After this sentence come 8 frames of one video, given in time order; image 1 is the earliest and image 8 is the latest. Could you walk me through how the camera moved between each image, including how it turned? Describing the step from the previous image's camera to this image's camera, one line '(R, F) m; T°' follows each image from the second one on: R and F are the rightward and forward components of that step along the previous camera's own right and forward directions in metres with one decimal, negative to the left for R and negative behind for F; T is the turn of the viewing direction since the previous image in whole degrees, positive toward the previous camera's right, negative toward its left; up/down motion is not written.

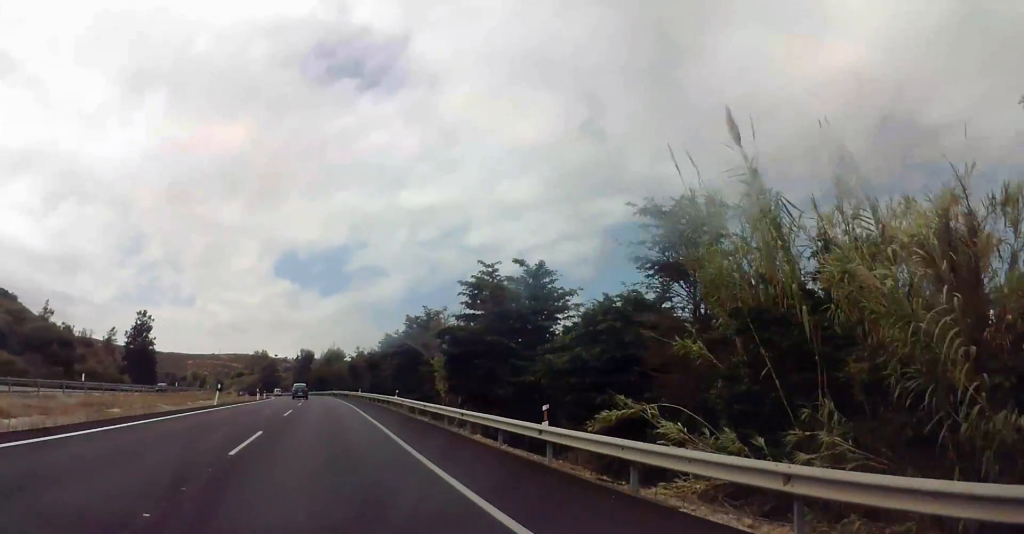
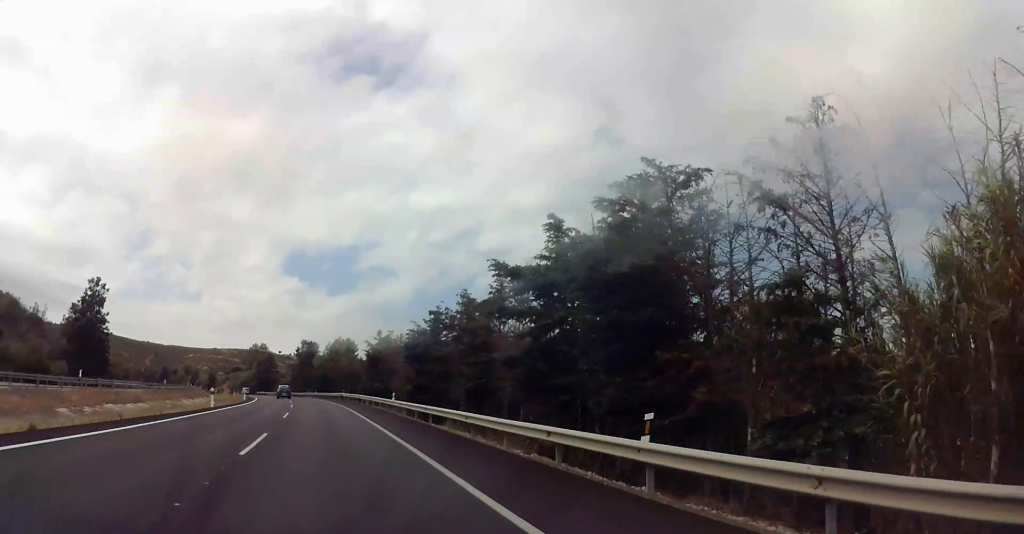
(+0.1, +31.4) m; 0°
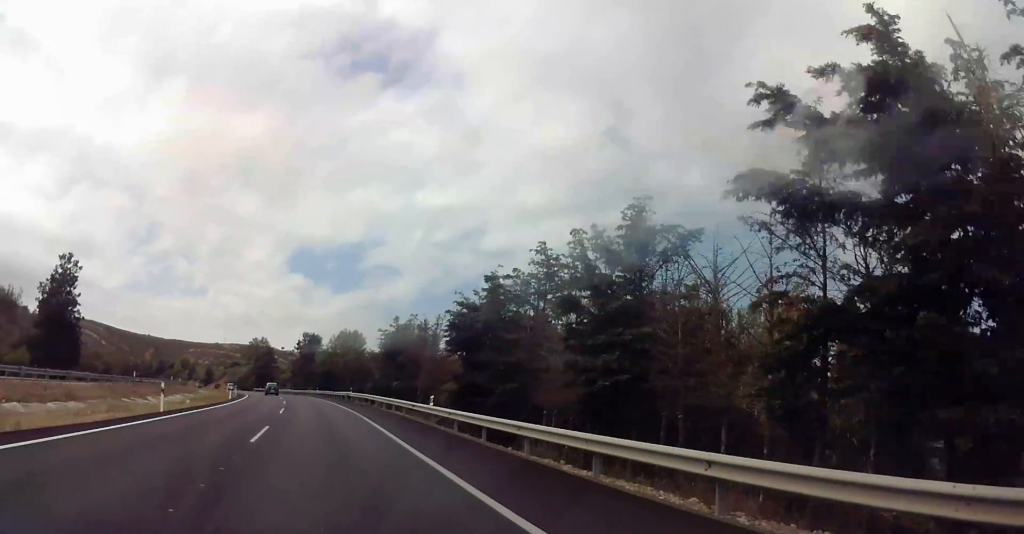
(0.0, +13.8) m; 0°
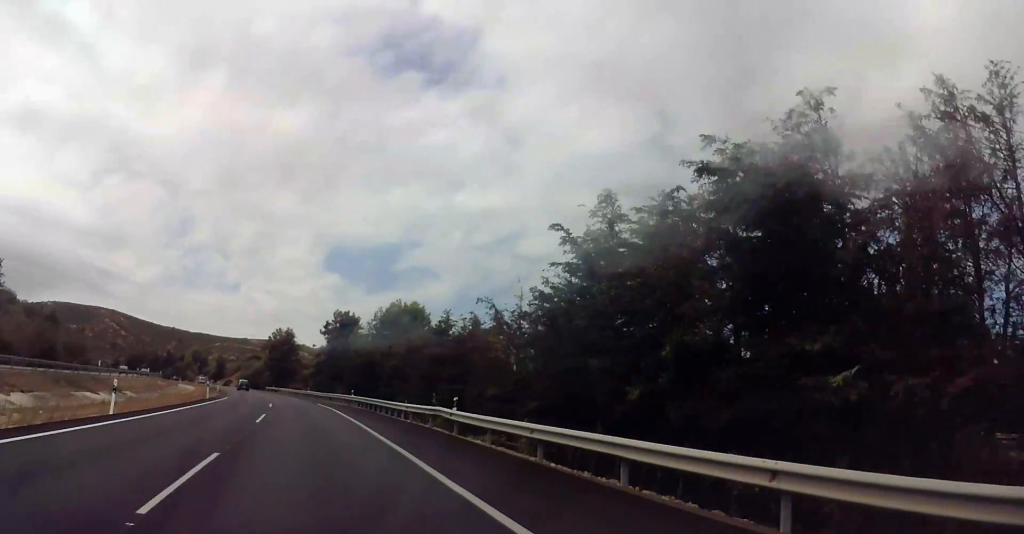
(-1.8, +41.0) m; -5°
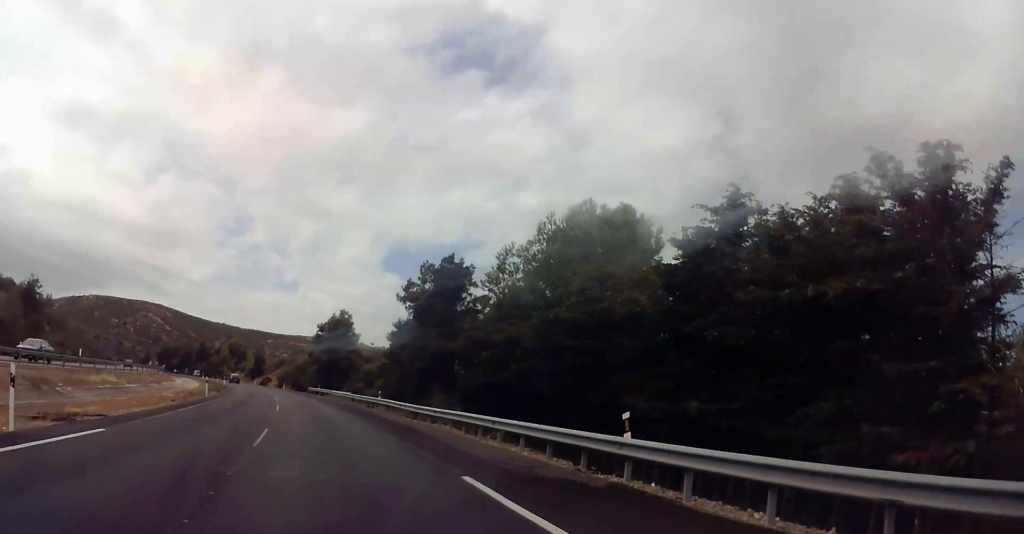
(-0.7, +40.9) m; -3°
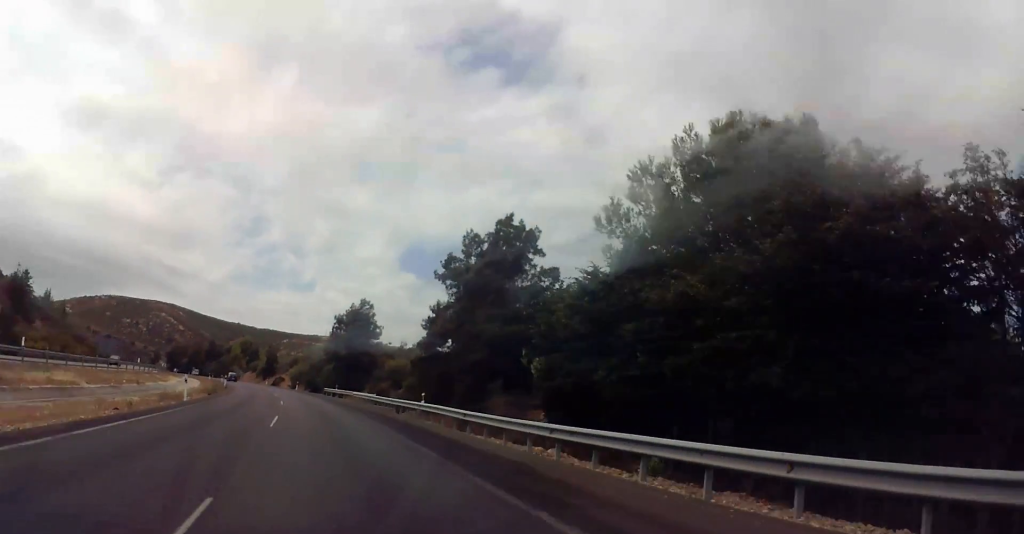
(-0.1, +12.7) m; -1°
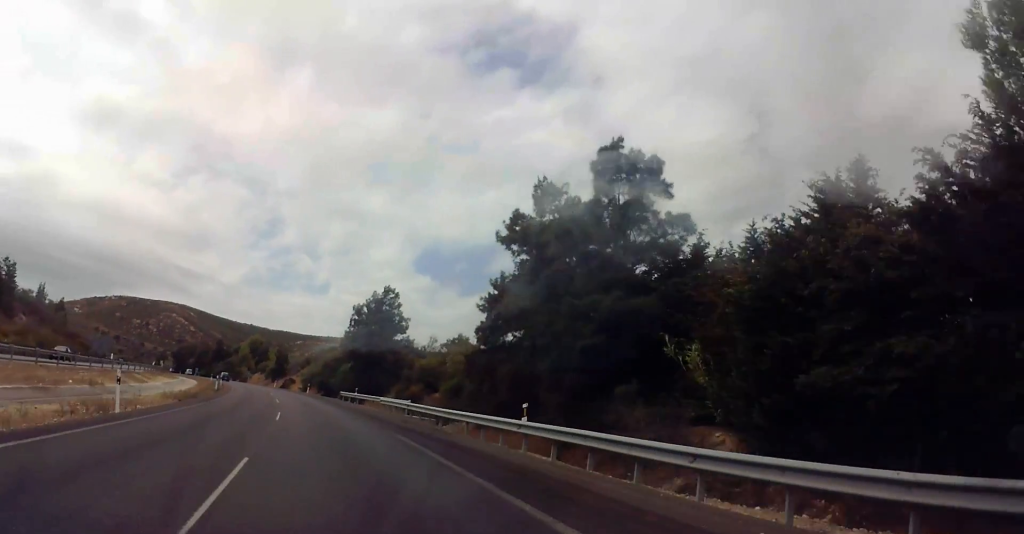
(0.0, +13.7) m; -1°
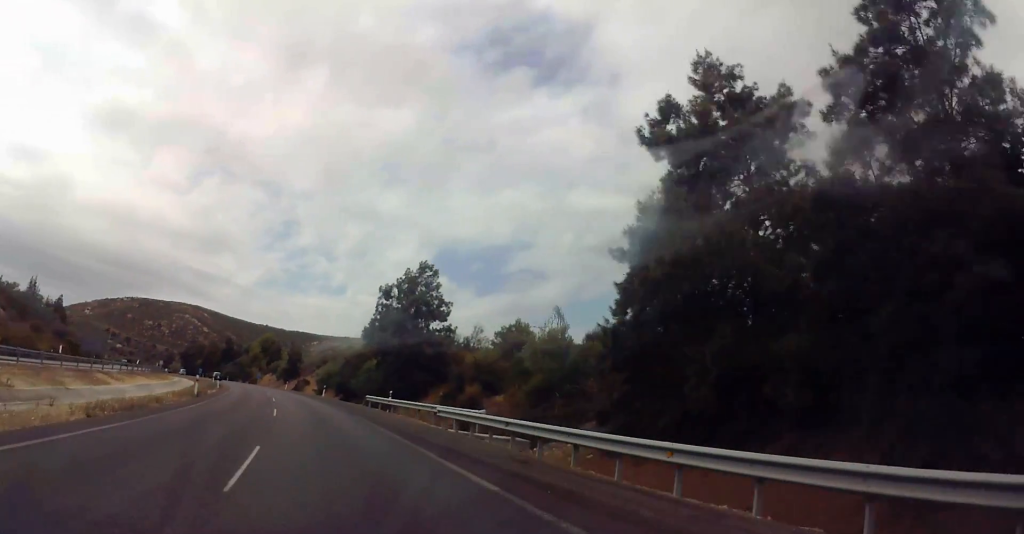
(-0.3, +15.5) m; -1°
